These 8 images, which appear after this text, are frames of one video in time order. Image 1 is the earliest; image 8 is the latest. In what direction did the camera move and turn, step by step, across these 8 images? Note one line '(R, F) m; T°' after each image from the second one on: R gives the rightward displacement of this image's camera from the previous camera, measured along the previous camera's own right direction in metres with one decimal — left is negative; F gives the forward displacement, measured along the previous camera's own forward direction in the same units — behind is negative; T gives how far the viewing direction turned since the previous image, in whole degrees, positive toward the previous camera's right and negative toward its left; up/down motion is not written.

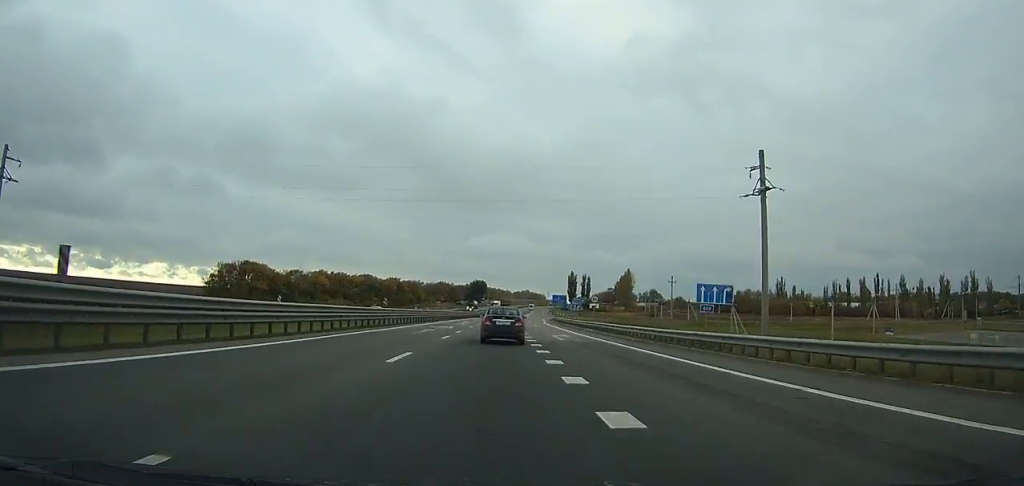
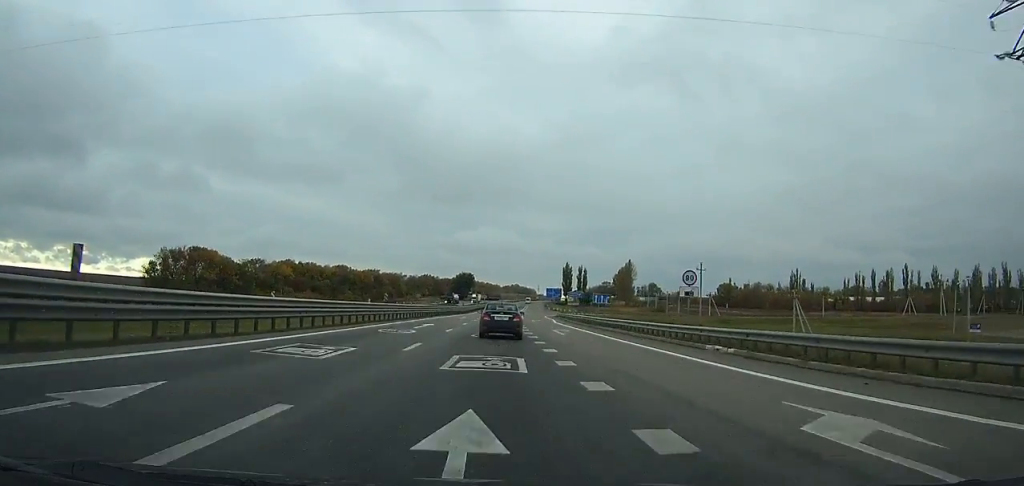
(+0.5, +29.7) m; +1°
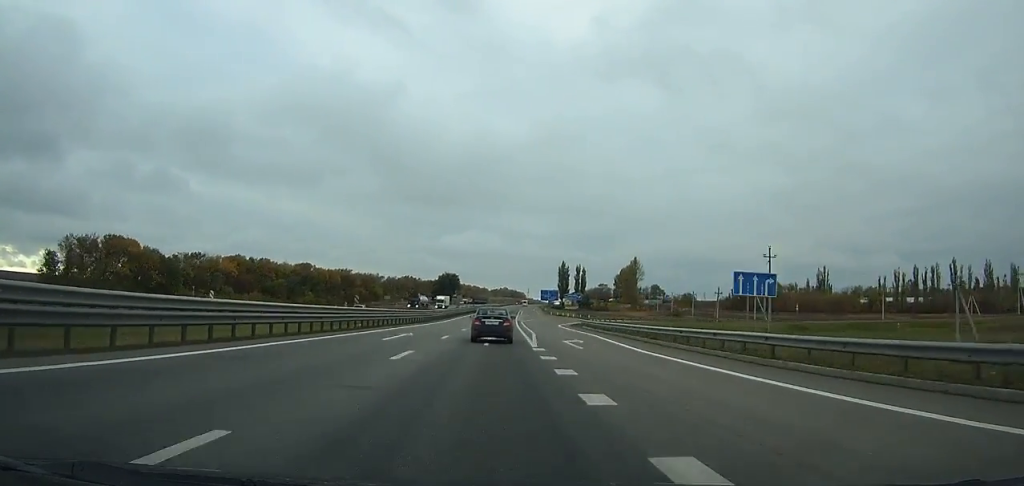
(+0.1, +37.1) m; +1°
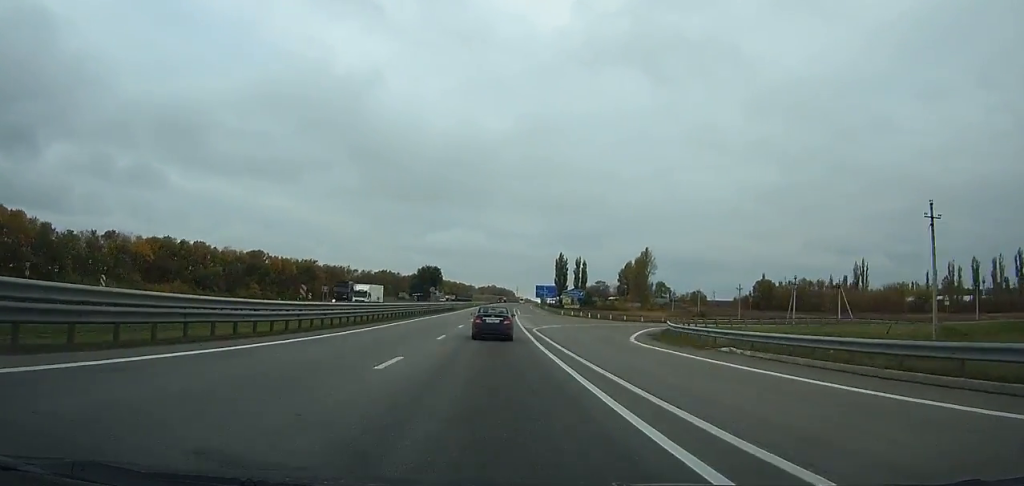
(+0.6, +37.5) m; +1°
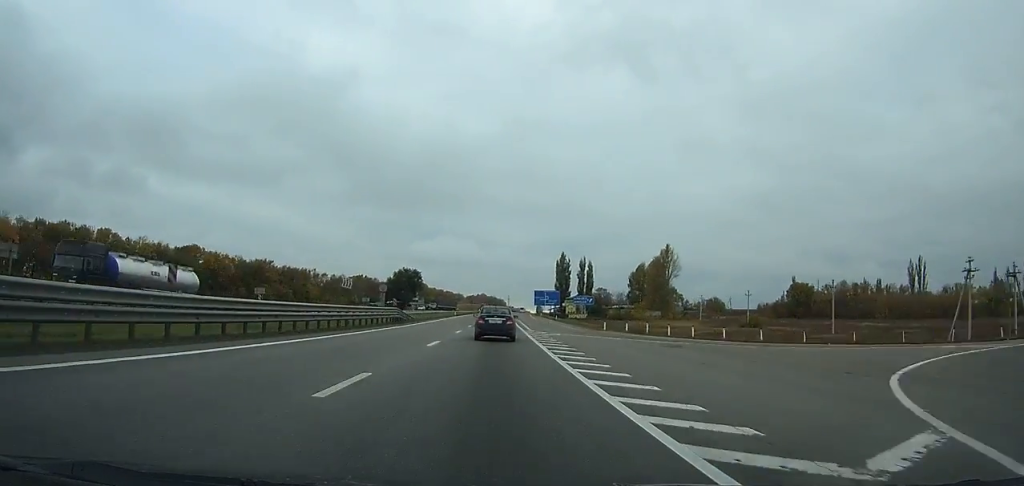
(+0.1, +40.0) m; +1°
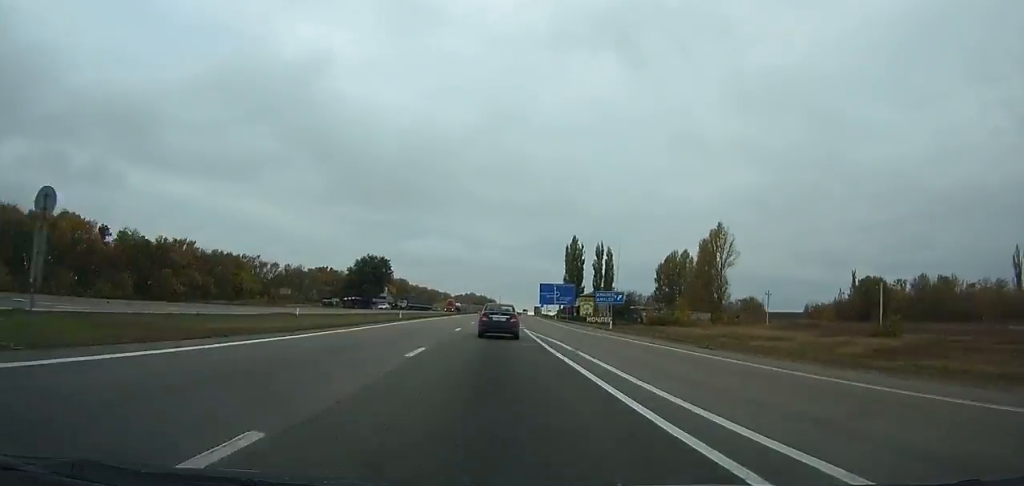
(+0.5, +50.0) m; +1°
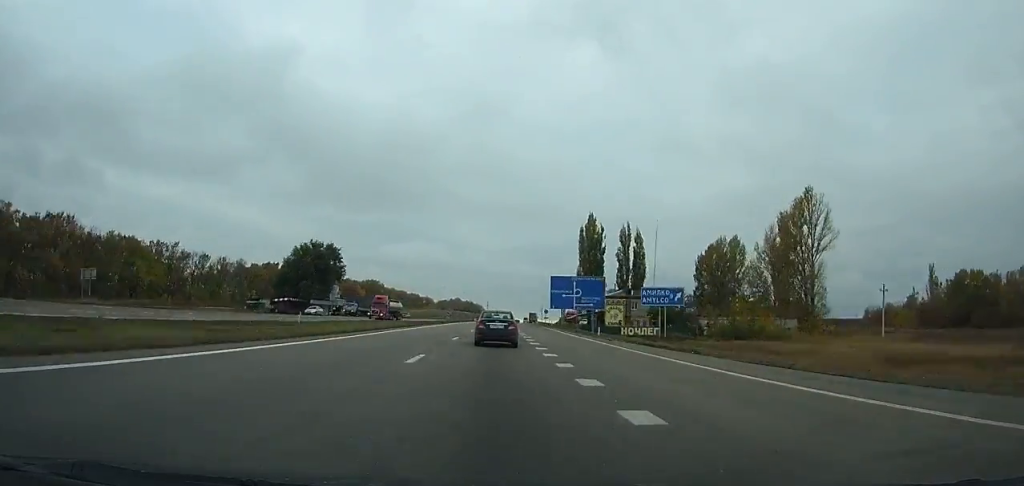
(+0.4, +47.2) m; +1°
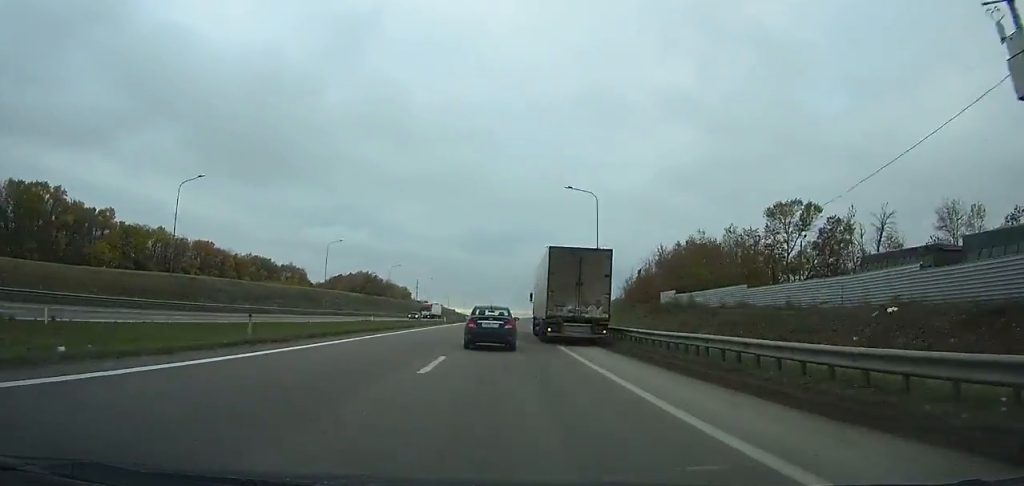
(+9.9, +200.6) m; +6°
